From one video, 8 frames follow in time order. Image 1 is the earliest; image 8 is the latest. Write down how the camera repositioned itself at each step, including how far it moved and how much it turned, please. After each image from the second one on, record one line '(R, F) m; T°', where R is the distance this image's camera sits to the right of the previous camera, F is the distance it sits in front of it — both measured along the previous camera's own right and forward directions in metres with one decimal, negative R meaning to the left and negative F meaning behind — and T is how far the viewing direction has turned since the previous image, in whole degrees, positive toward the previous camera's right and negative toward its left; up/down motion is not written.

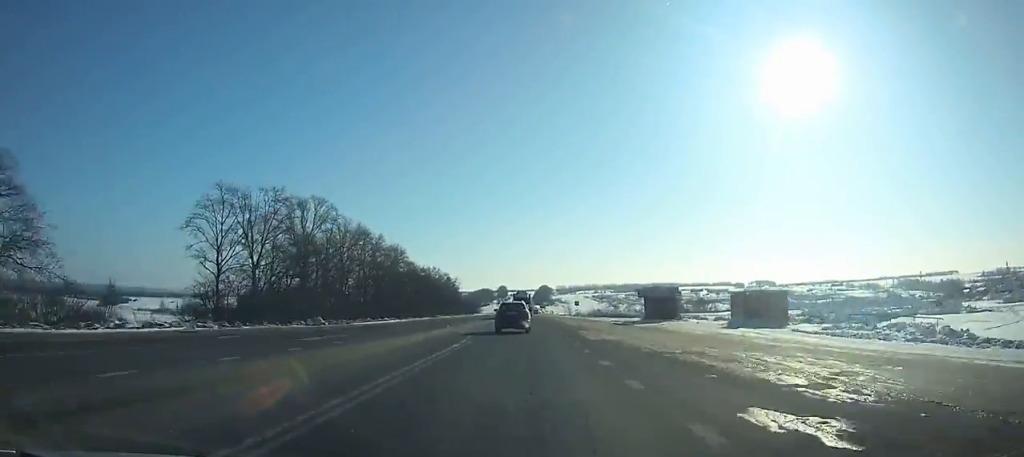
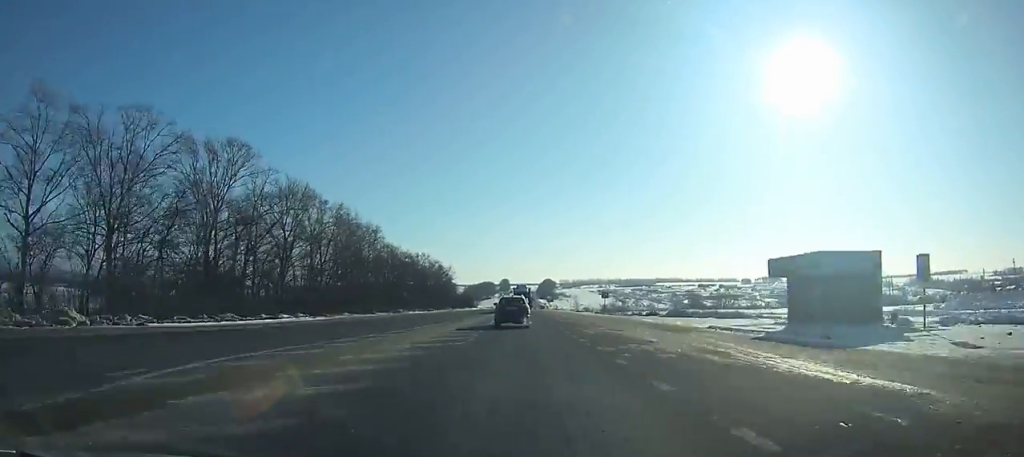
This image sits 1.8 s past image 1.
(-4.4, +34.9) m; -2°
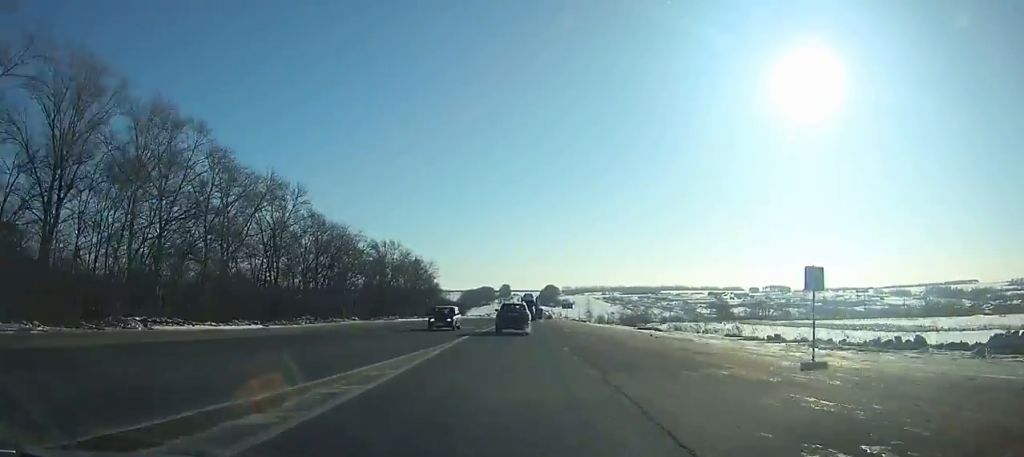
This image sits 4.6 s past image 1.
(+4.7, +56.0) m; +4°
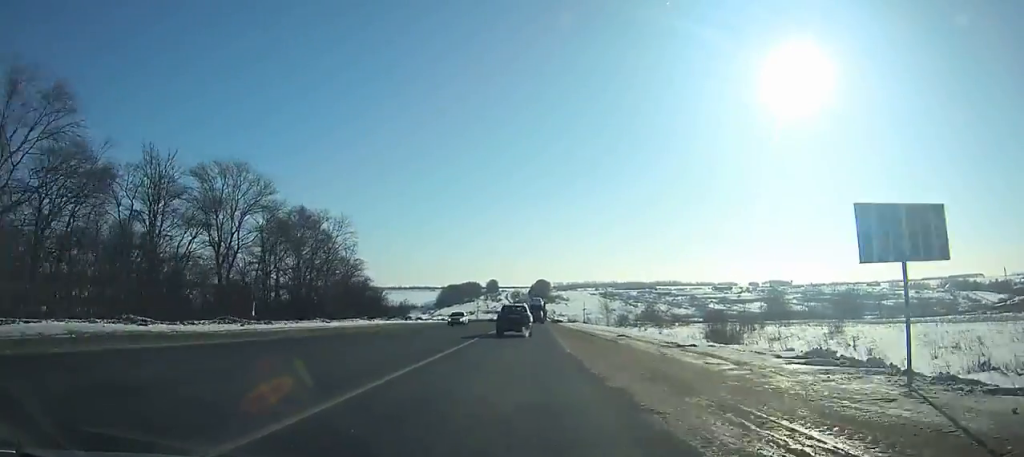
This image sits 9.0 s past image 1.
(+0.8, +92.4) m; +1°
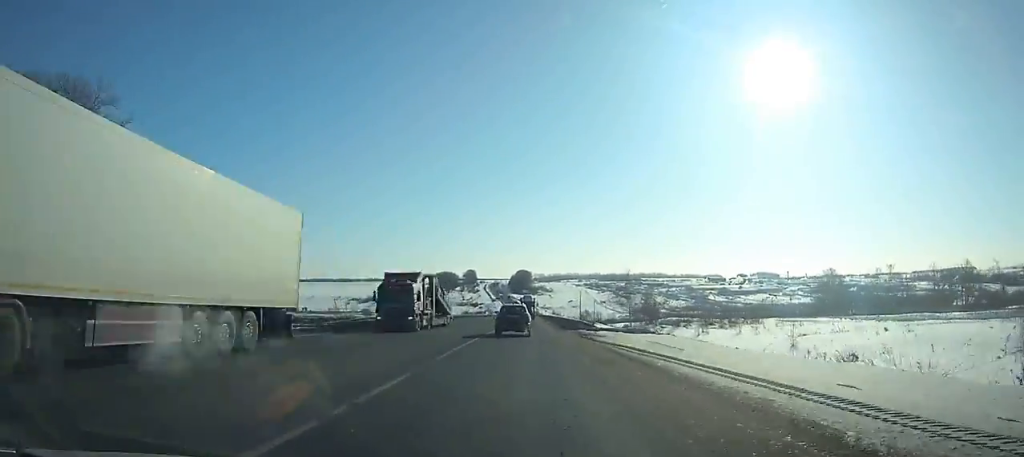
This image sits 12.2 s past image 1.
(+0.8, +70.2) m; +1°
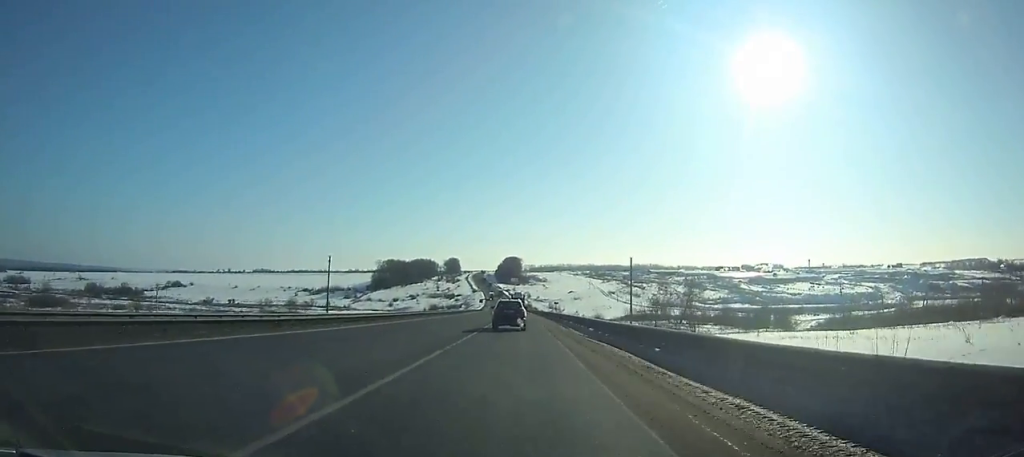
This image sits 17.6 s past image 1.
(+1.6, +118.2) m; +1°
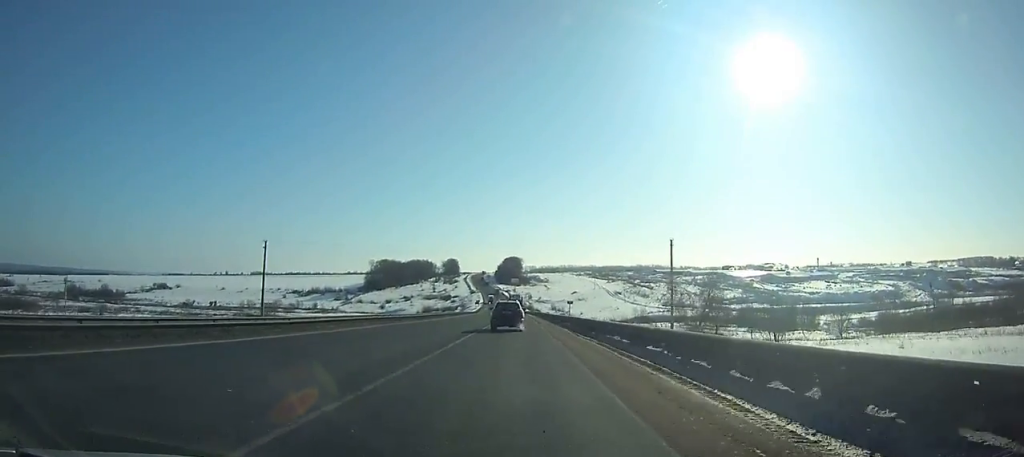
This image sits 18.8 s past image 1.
(+0.1, +26.3) m; 0°
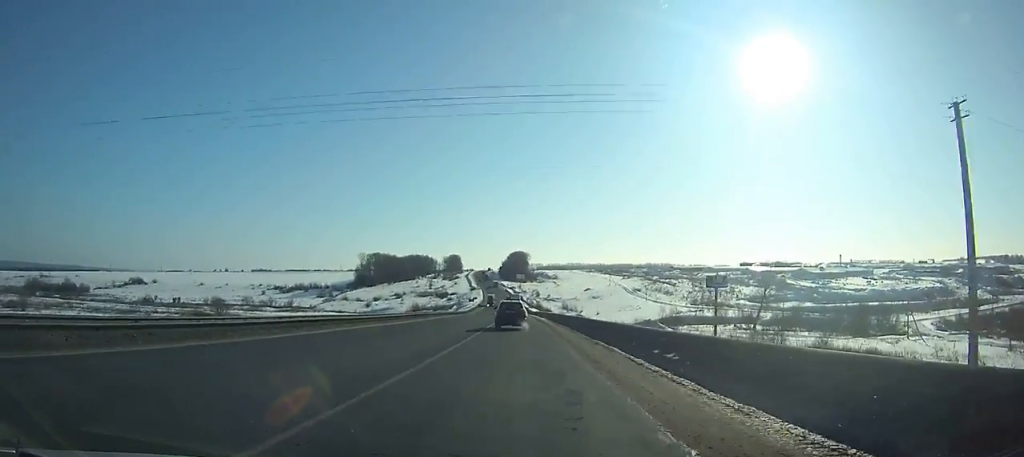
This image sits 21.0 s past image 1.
(-0.1, +47.5) m; 0°
